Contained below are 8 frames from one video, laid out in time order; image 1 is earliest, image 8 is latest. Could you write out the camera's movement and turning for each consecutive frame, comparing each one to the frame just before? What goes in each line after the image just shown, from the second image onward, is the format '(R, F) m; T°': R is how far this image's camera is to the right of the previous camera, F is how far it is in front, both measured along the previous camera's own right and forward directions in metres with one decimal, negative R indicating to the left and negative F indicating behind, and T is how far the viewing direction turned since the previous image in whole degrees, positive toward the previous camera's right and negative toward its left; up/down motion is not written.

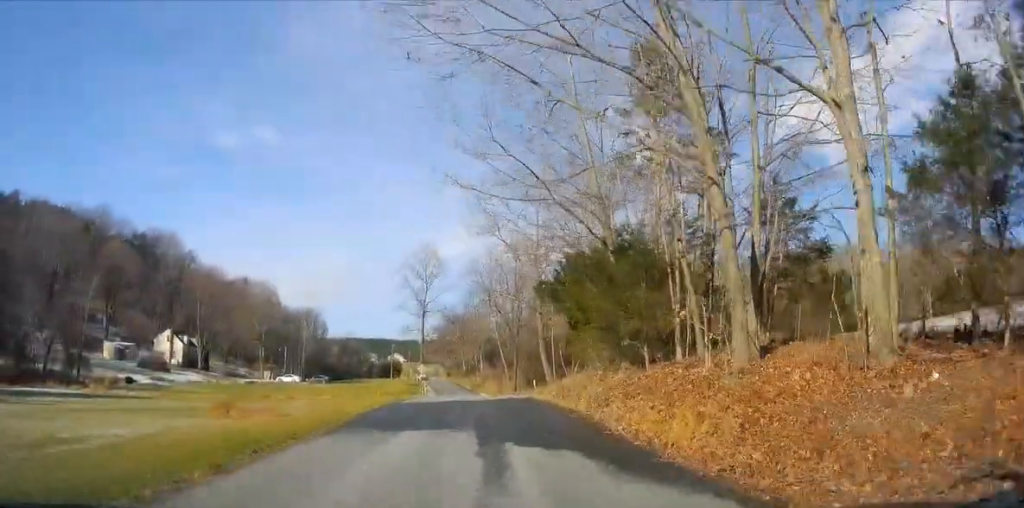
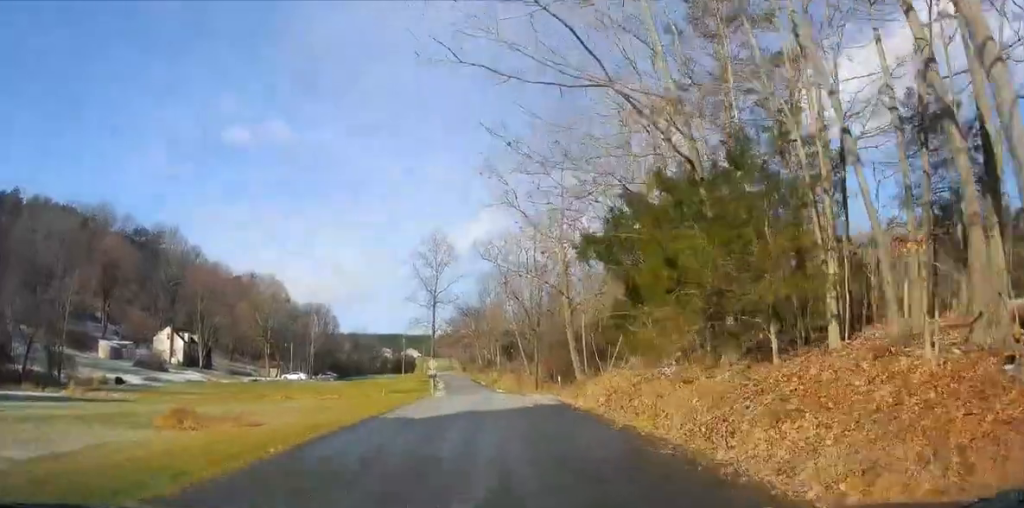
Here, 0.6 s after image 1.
(+0.5, +6.5) m; +2°
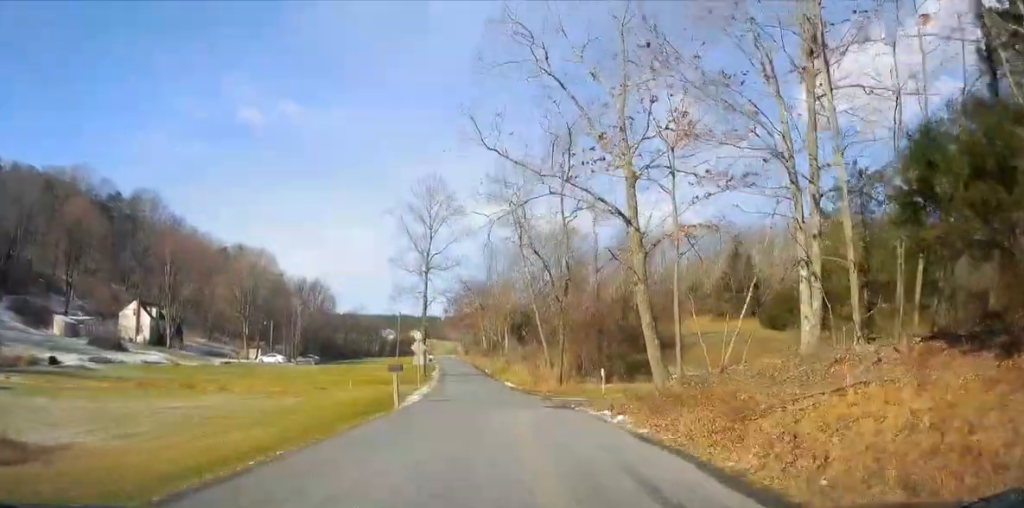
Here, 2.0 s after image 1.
(-0.4, +15.2) m; -2°
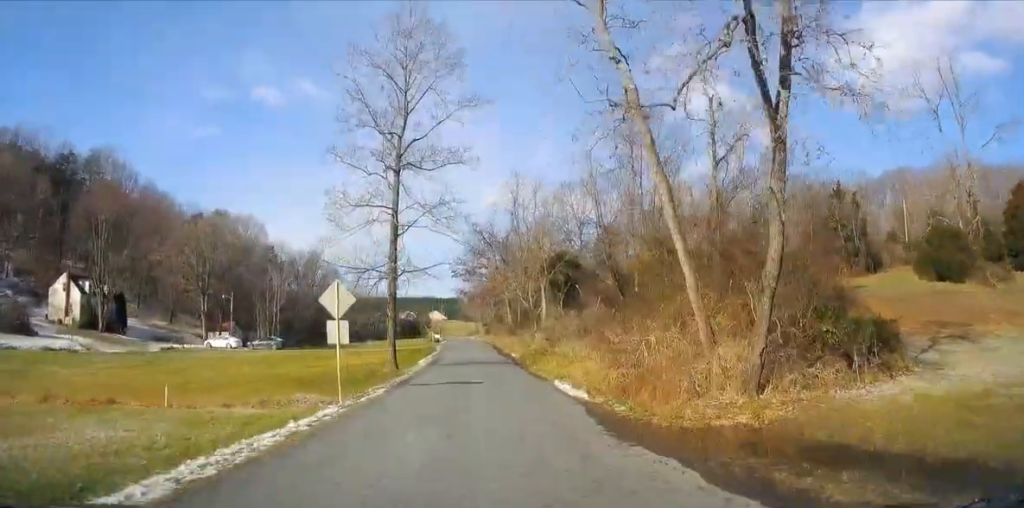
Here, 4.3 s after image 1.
(-0.3, +26.9) m; -2°
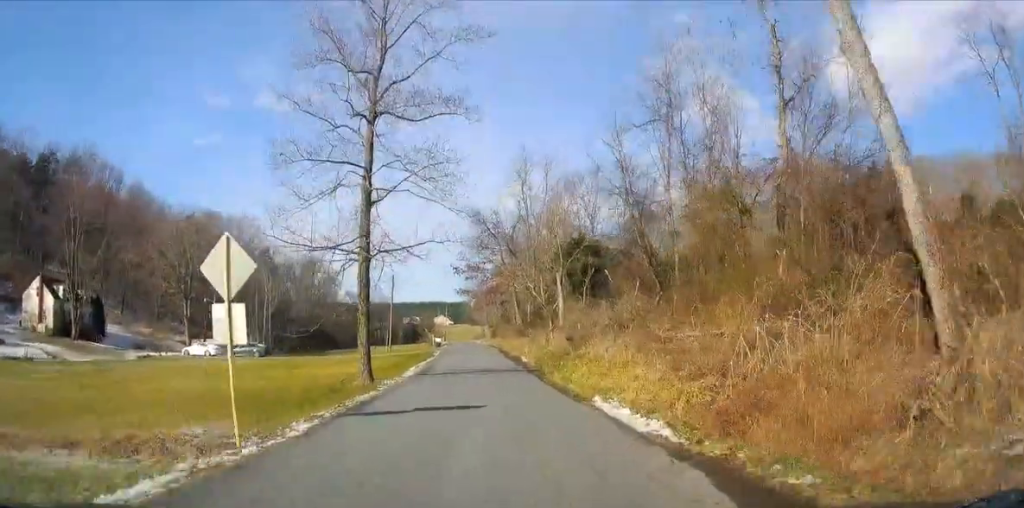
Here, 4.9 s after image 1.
(0.0, +7.6) m; -1°
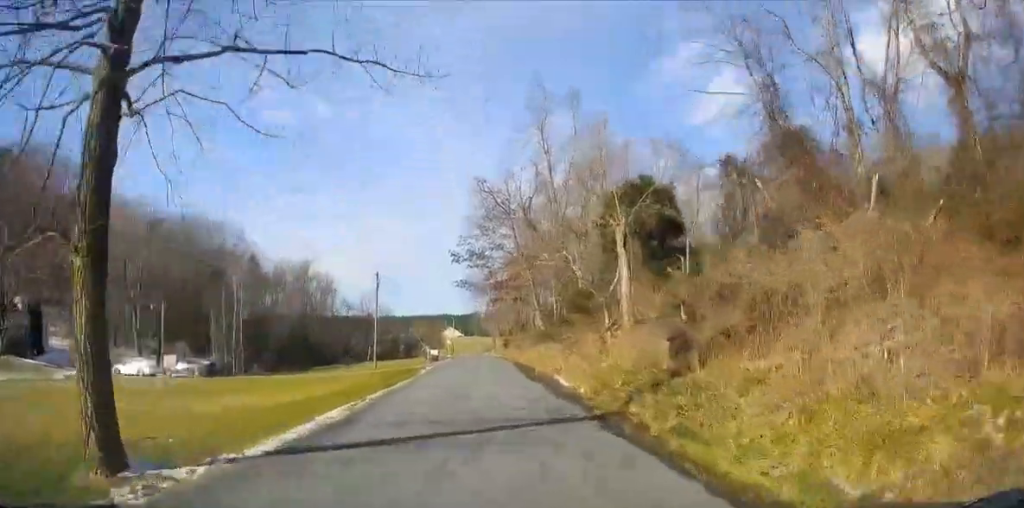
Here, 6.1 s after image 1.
(-0.4, +16.2) m; -3°
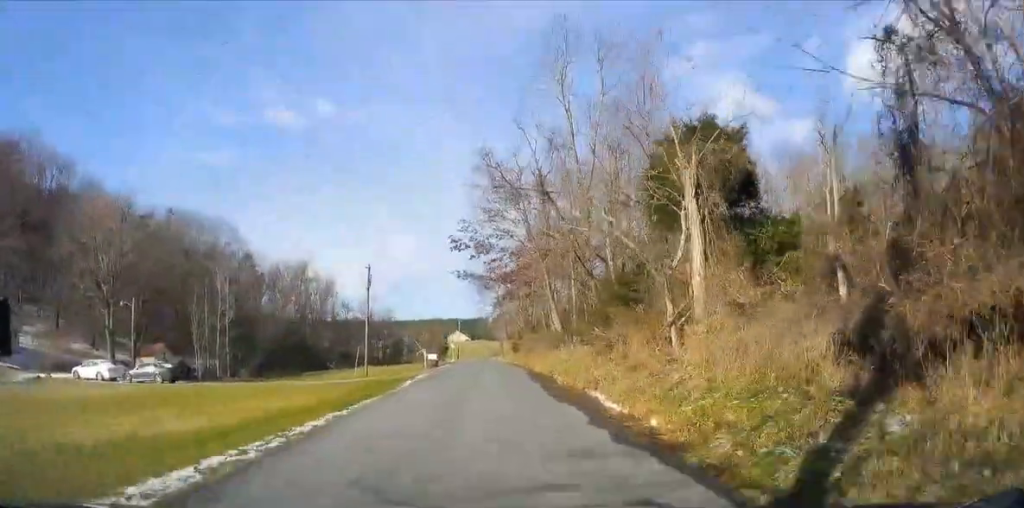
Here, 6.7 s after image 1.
(0.0, +7.1) m; -2°
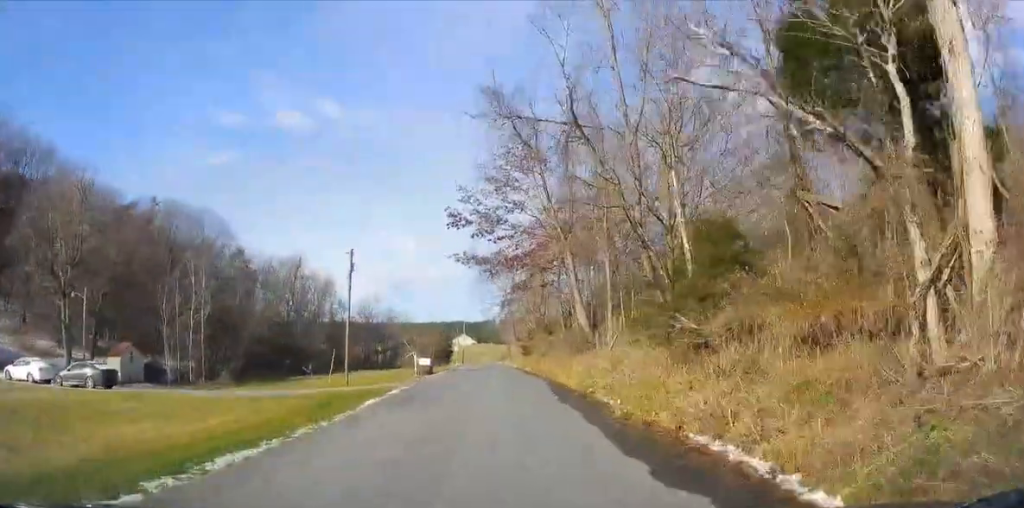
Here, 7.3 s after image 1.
(-0.4, +9.1) m; 0°
